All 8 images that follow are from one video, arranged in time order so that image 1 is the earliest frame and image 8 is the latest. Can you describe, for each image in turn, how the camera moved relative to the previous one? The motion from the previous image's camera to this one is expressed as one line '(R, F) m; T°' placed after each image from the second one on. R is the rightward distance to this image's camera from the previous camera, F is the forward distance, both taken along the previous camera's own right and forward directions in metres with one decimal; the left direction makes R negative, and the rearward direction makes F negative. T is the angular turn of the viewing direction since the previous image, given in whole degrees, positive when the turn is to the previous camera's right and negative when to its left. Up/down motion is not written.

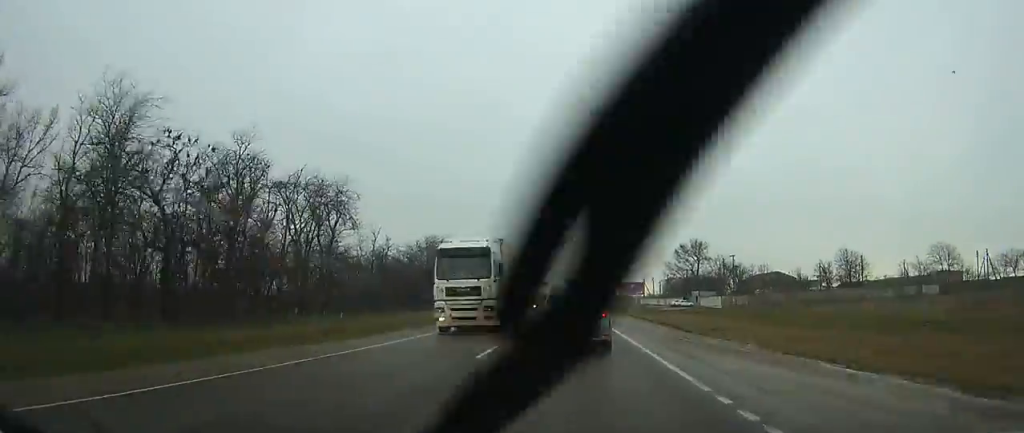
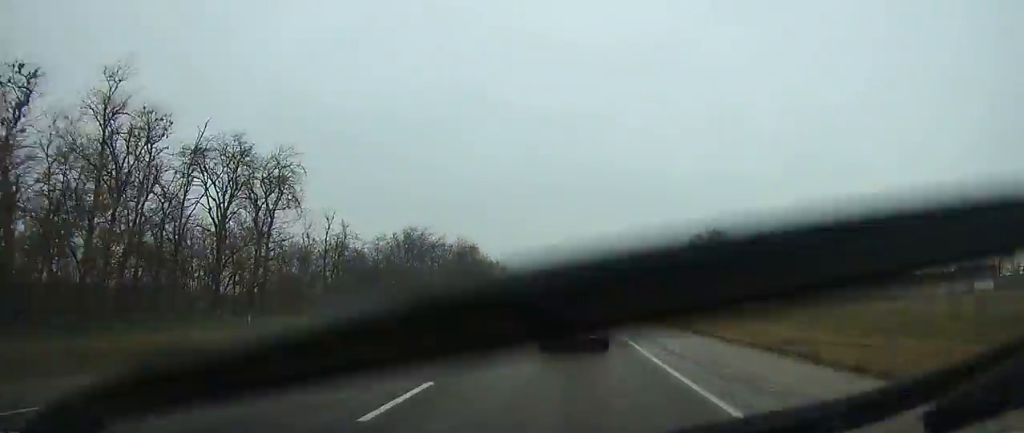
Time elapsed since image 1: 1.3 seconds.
(0.0, +19.2) m; 0°
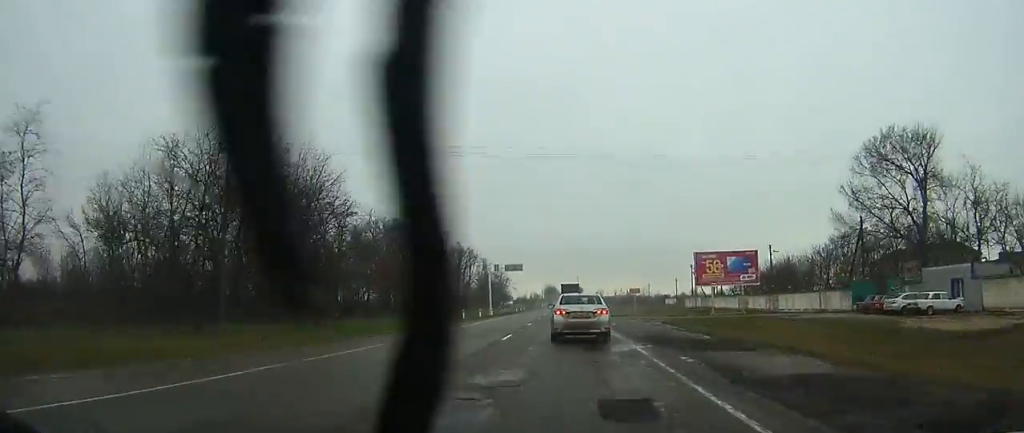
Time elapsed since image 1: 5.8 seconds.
(-0.2, +71.0) m; 0°
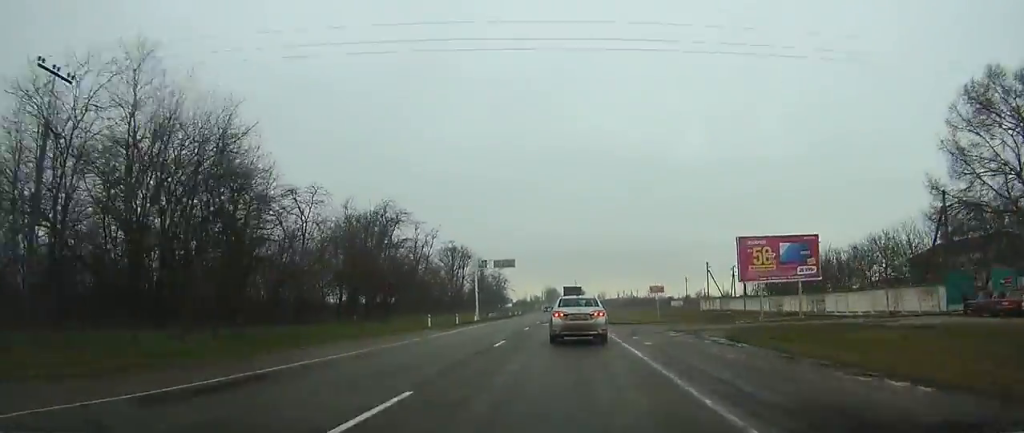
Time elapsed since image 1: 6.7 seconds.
(0.0, +14.1) m; 0°
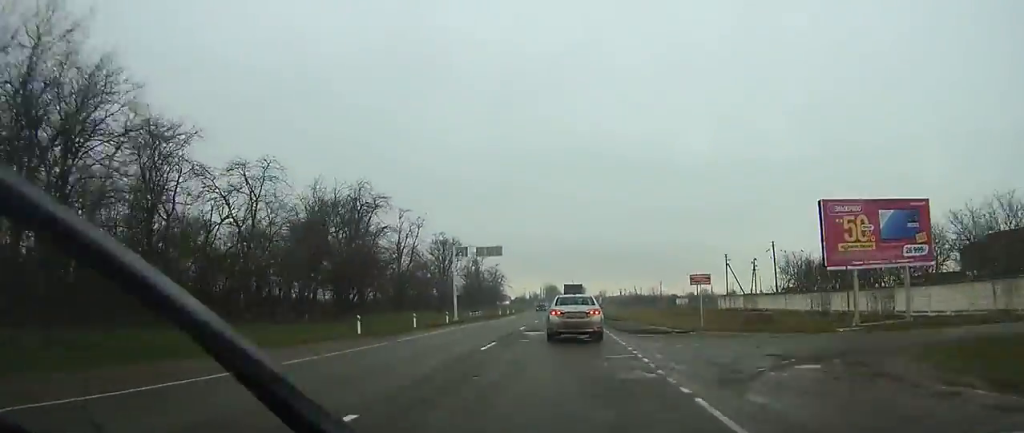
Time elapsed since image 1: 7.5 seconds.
(0.0, +14.2) m; 0°
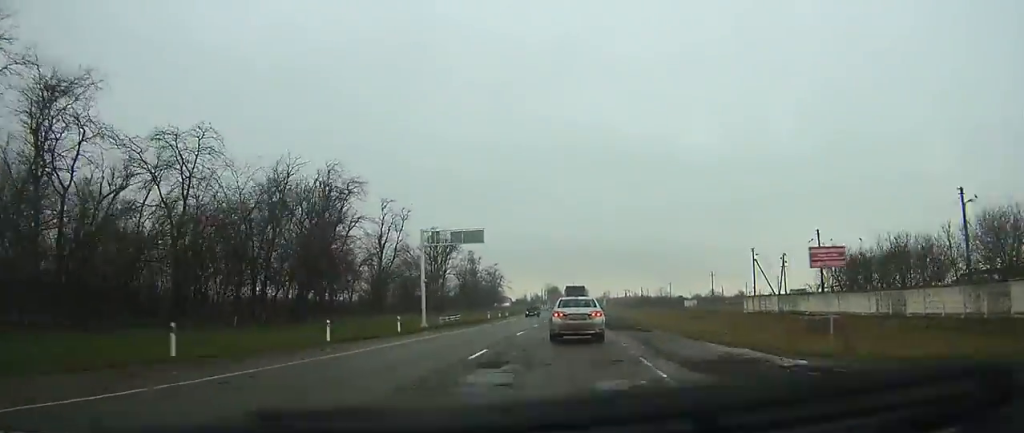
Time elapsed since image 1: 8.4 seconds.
(0.0, +14.3) m; 0°
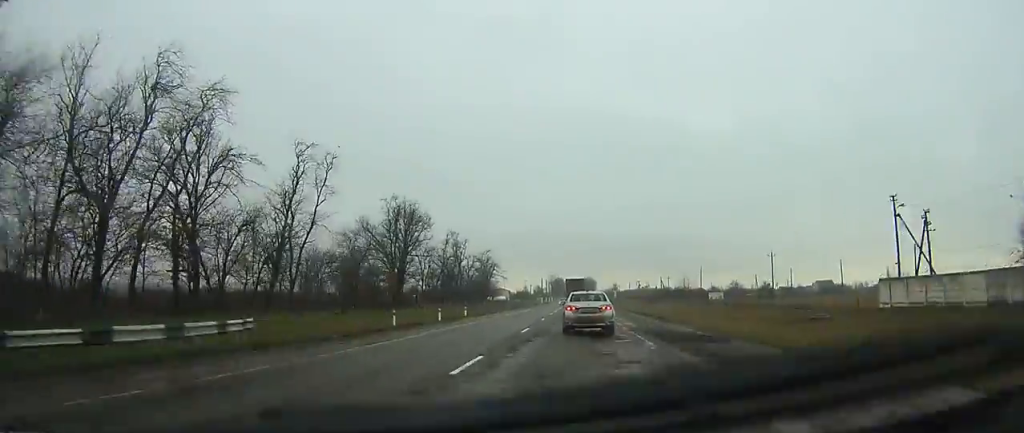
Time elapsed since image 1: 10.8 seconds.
(-0.2, +40.1) m; 0°
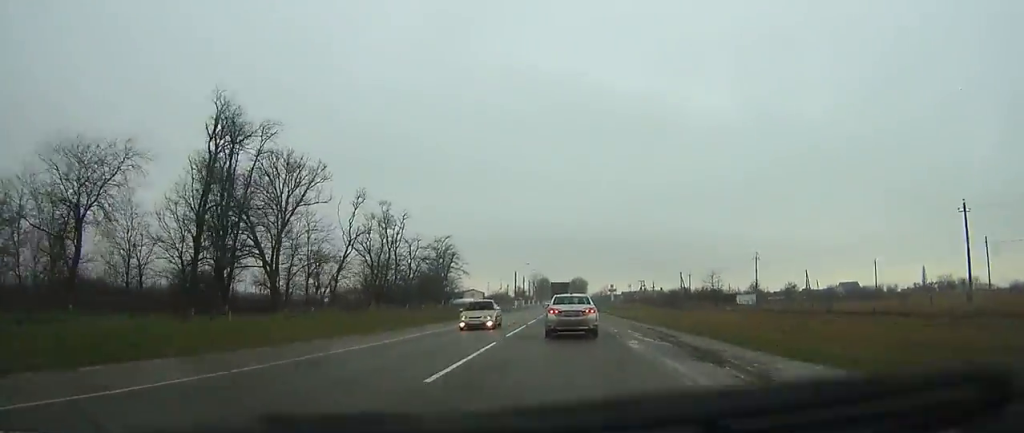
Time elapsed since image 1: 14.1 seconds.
(+0.2, +56.1) m; +1°
